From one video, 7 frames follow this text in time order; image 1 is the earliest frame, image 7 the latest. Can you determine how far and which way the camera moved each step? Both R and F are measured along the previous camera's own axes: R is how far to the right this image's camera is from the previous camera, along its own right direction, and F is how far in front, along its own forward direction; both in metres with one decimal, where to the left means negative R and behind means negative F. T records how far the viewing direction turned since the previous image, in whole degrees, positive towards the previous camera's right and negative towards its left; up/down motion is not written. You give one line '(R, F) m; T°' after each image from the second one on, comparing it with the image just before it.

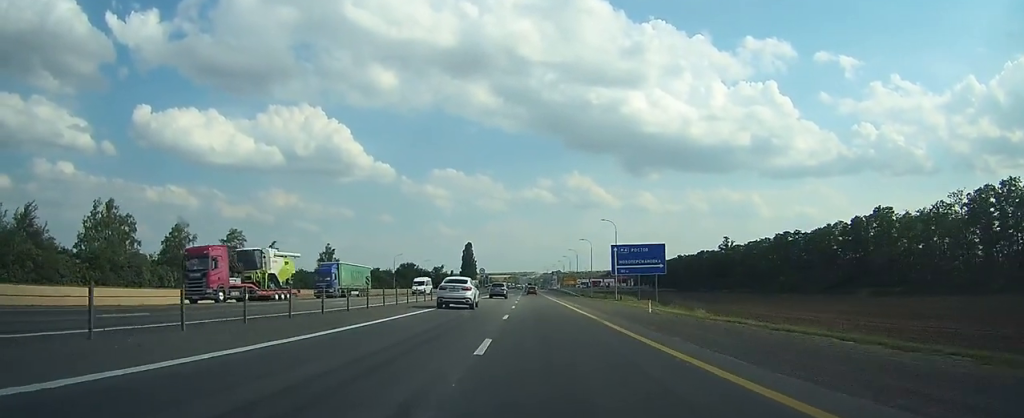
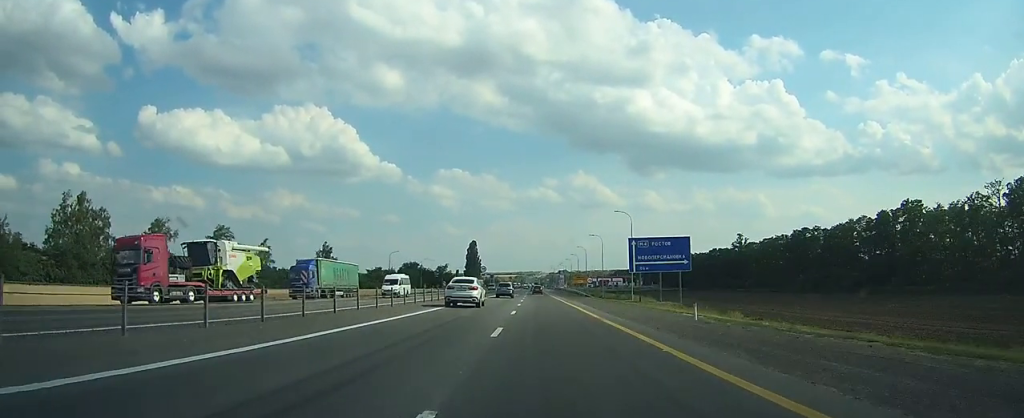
(-0.1, +7.8) m; 0°
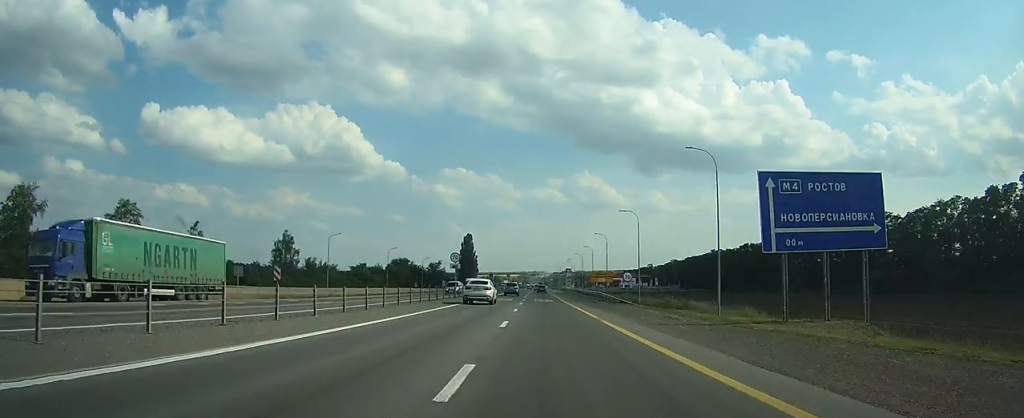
(-0.1, +31.3) m; 0°
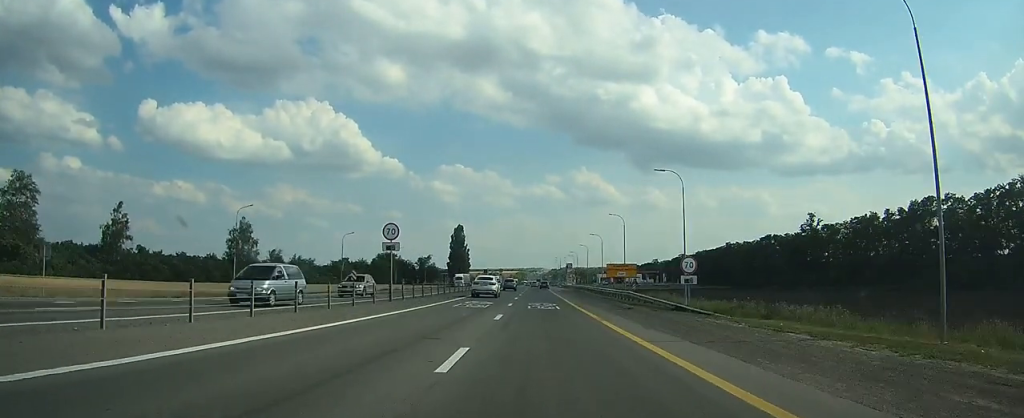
(0.0, +22.2) m; 0°
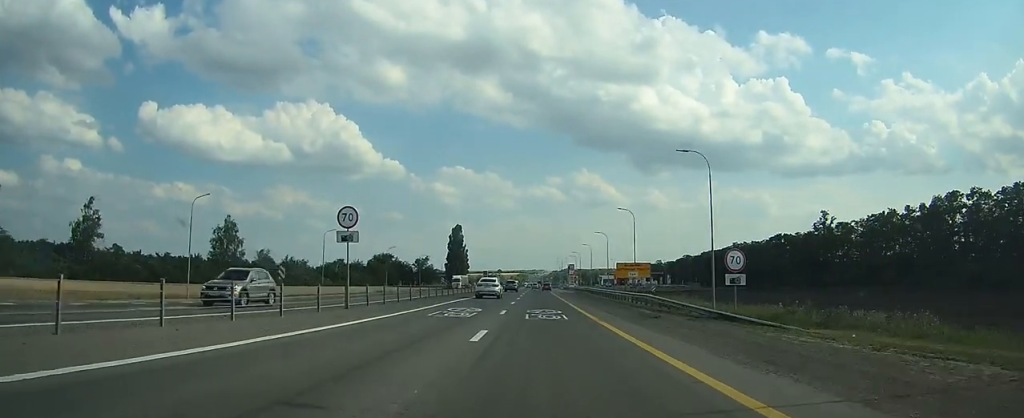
(0.0, +7.3) m; 0°
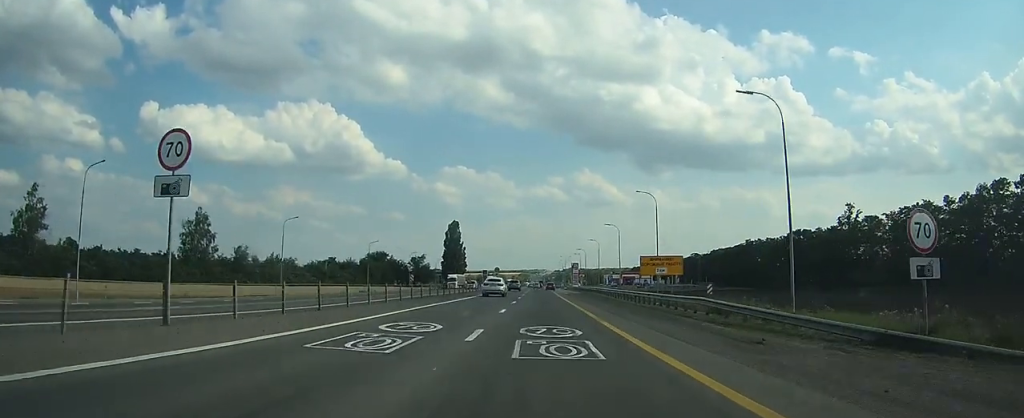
(0.0, +12.4) m; 0°
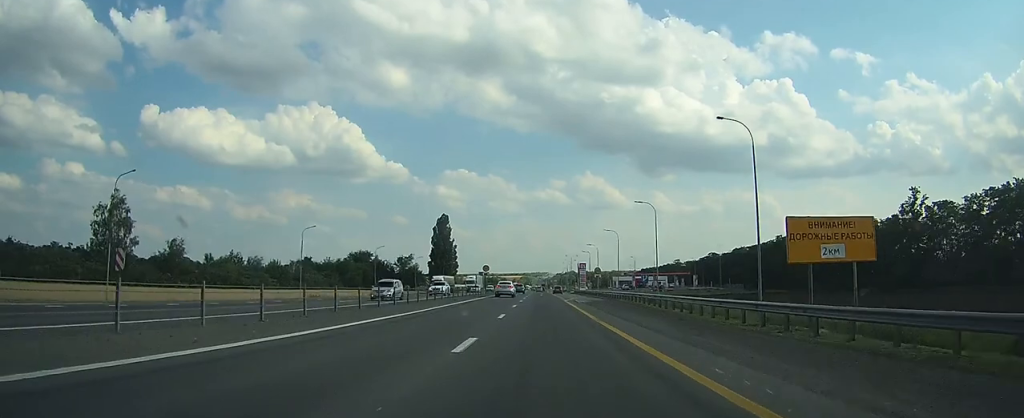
(-0.1, +26.5) m; 0°
